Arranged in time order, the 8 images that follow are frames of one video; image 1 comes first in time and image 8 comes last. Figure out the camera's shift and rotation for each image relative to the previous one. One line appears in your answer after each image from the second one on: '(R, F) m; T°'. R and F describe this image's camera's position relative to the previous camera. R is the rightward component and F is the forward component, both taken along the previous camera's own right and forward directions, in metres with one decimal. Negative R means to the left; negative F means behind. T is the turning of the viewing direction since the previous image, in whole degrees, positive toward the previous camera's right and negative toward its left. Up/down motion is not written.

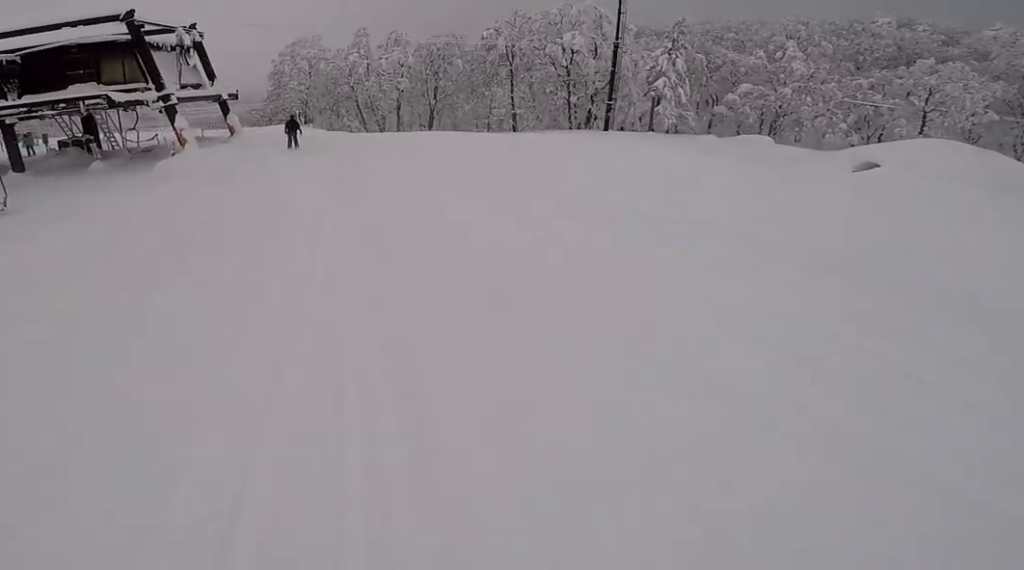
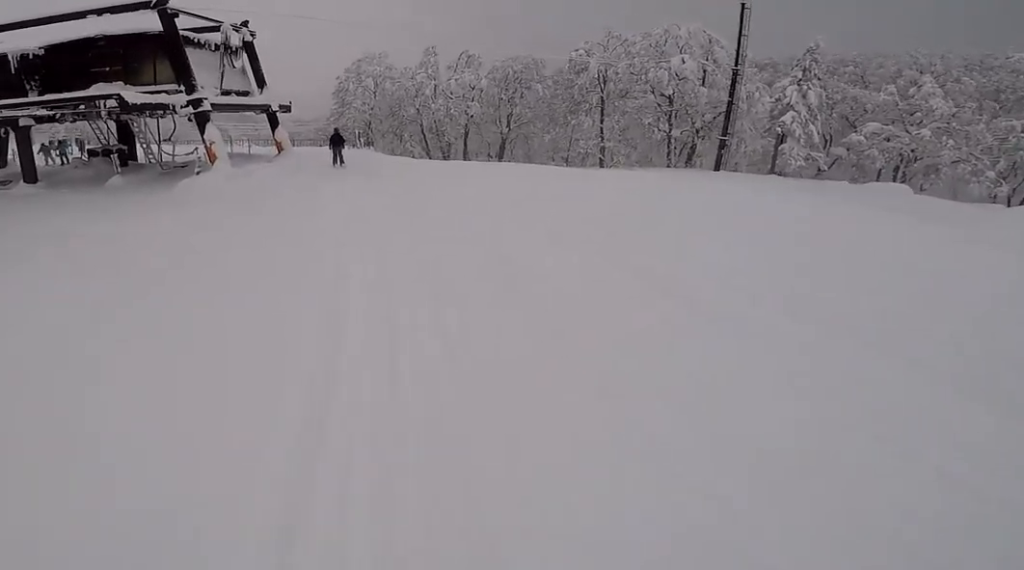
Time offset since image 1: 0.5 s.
(+0.1, +4.6) m; -3°
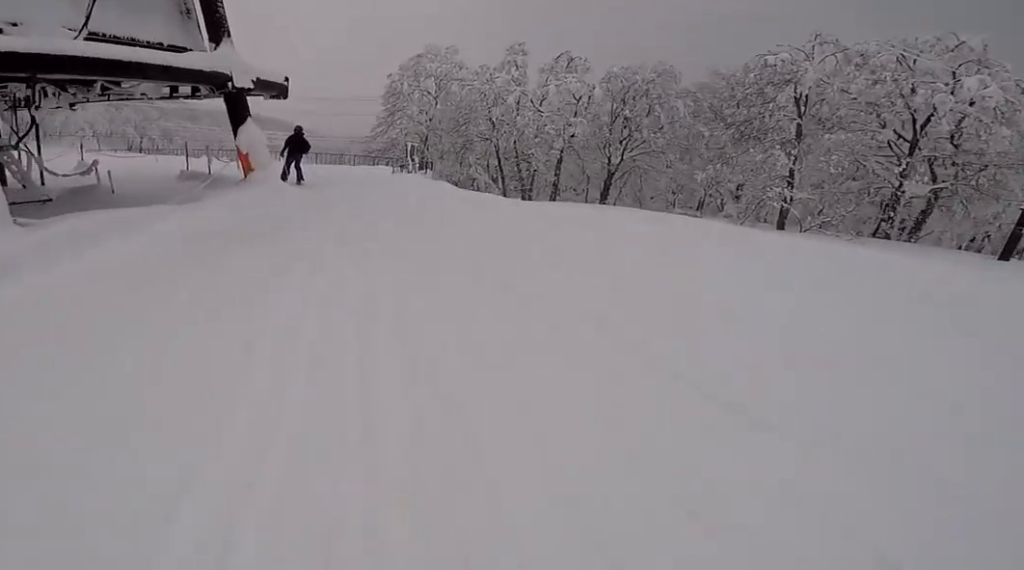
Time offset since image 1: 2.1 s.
(-0.3, +11.6) m; -7°
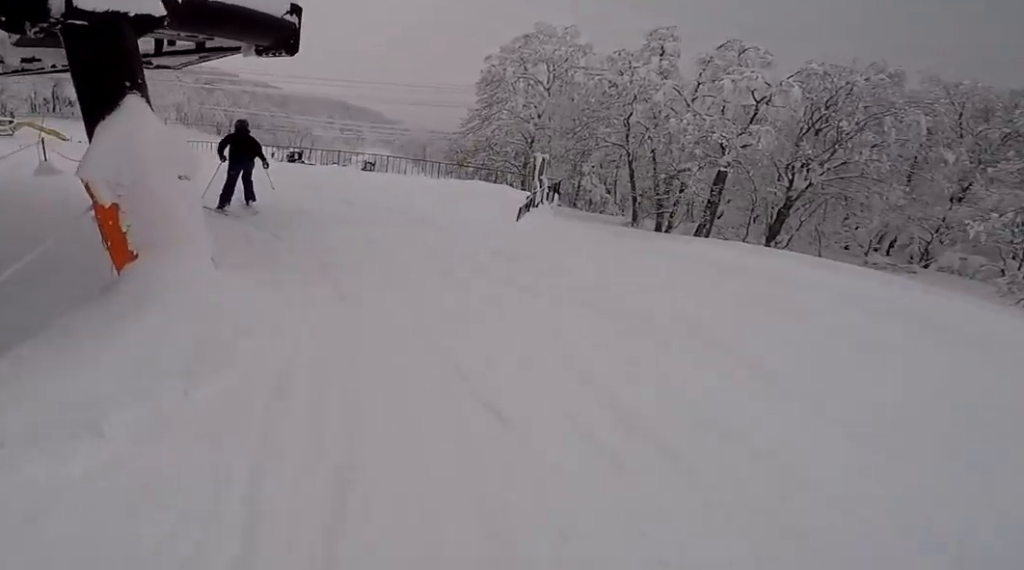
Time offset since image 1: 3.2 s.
(-1.3, +6.8) m; -14°
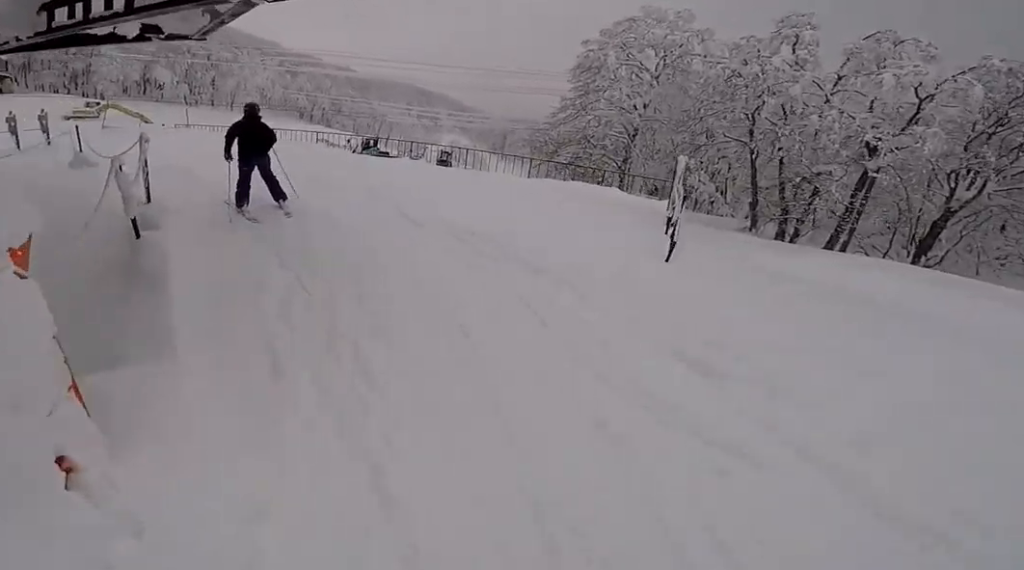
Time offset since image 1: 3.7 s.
(-0.3, +2.4) m; -4°
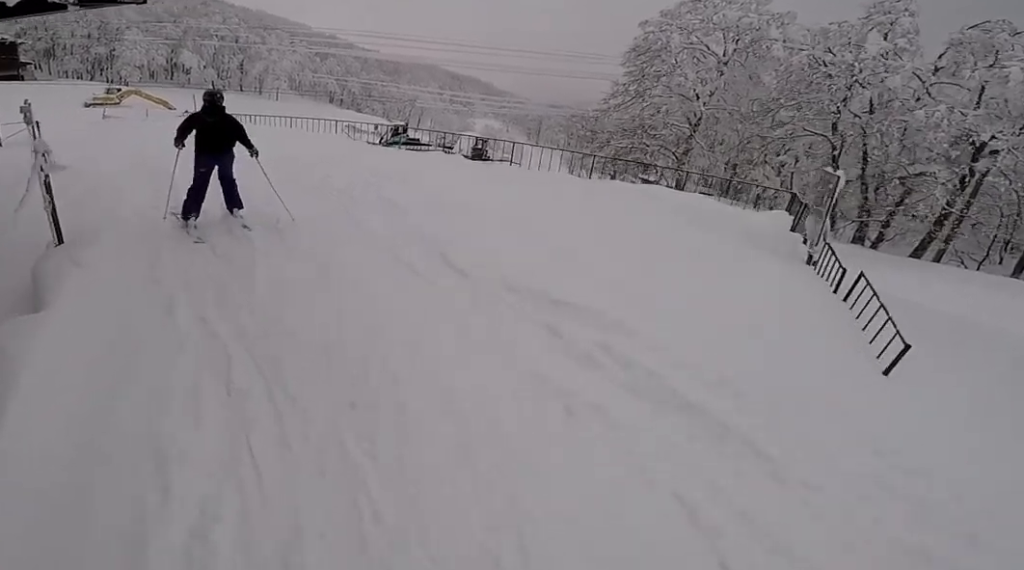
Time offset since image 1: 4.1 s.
(+0.5, +2.3) m; -1°
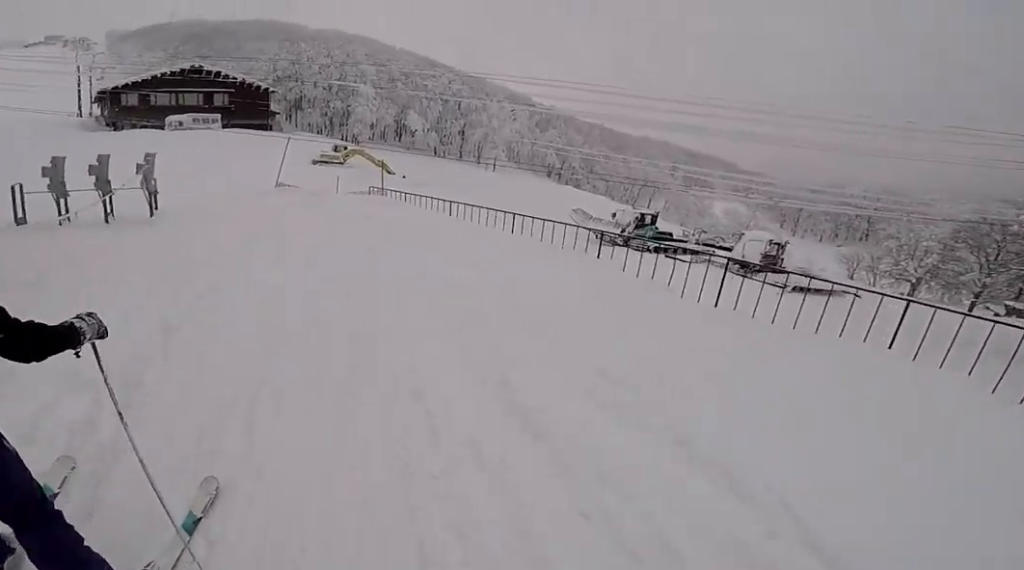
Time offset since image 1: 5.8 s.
(-1.2, +7.2) m; -21°
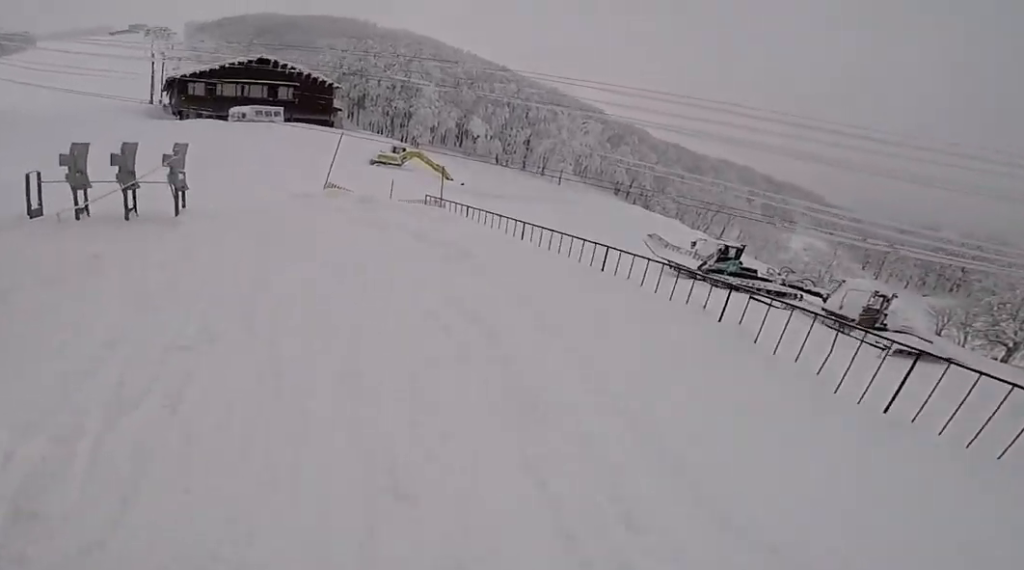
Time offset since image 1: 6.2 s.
(0.0, +1.5) m; -3°
